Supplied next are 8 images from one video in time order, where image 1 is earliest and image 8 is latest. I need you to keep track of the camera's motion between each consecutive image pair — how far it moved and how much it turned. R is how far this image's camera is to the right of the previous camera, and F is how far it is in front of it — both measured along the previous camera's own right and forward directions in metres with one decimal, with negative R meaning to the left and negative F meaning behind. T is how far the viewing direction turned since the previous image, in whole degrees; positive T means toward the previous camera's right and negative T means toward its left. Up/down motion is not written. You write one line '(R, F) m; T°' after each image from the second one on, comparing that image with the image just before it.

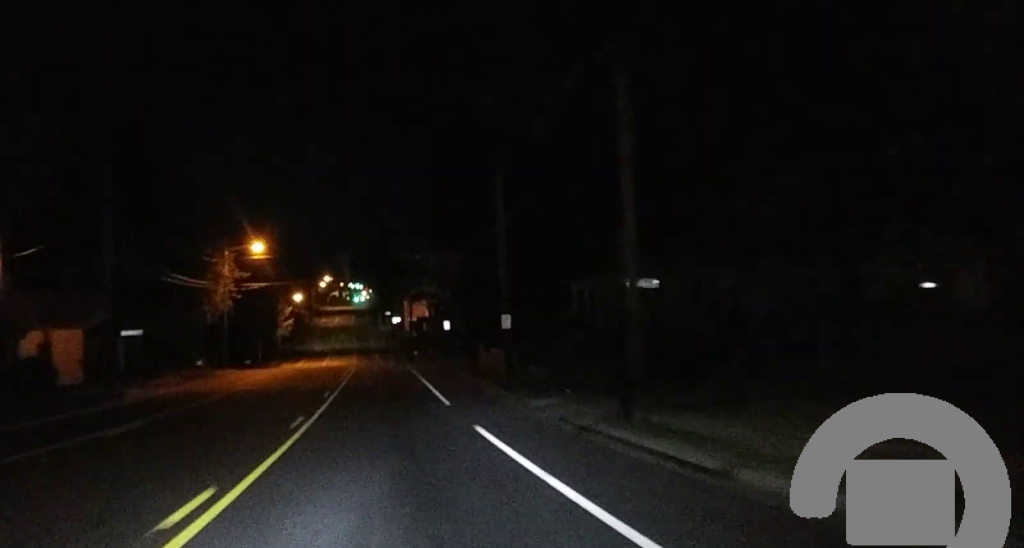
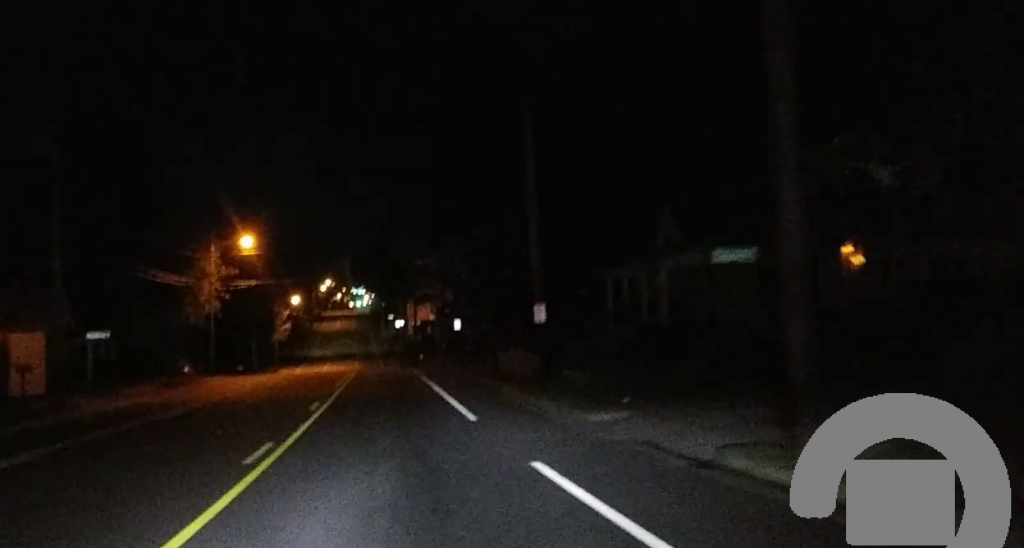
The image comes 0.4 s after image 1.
(-0.1, +7.2) m; 0°
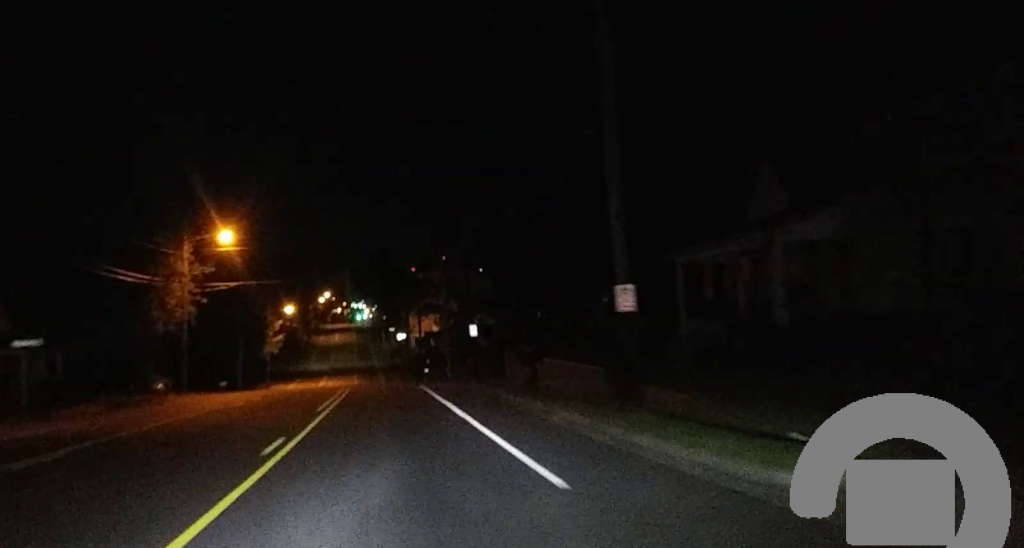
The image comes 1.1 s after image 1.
(+0.1, +10.6) m; 0°
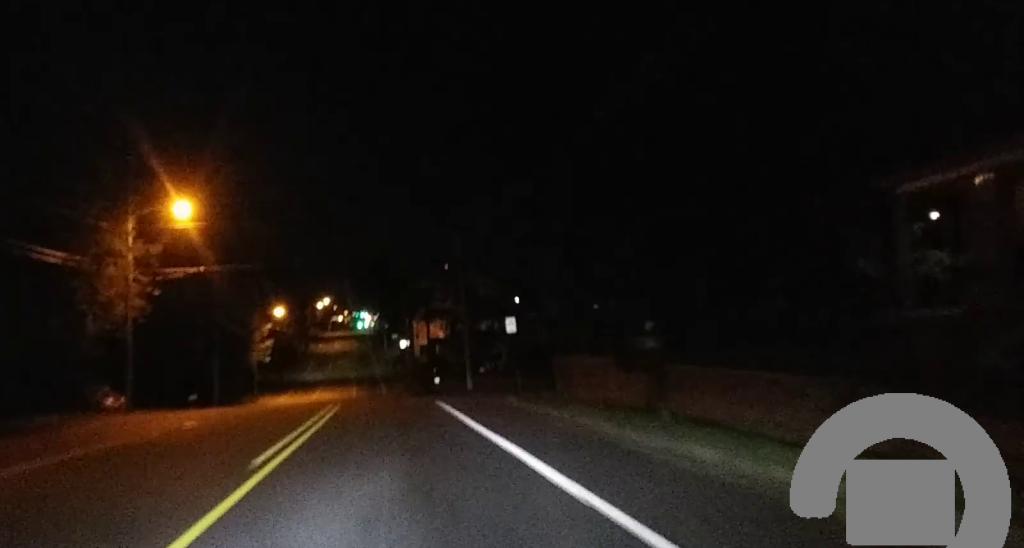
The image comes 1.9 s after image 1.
(+0.1, +13.5) m; 0°
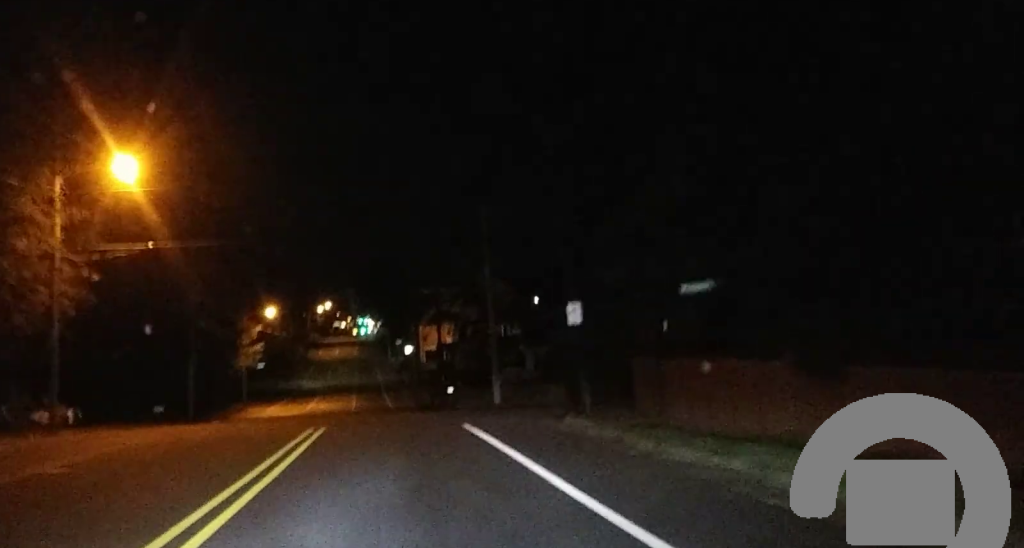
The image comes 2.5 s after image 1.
(0.0, +11.2) m; 0°
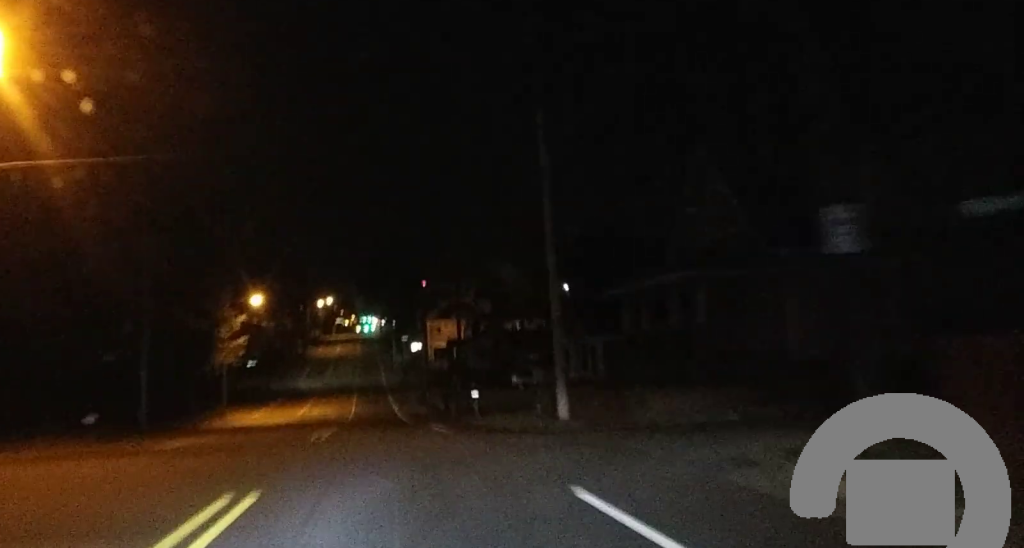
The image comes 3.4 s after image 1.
(+0.1, +15.3) m; -1°
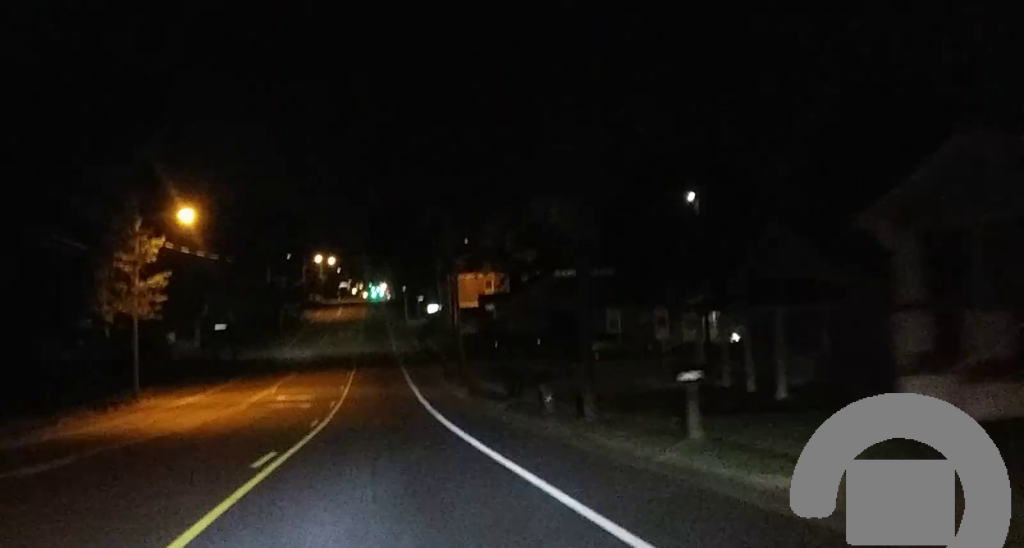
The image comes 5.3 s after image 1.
(-0.6, +32.1) m; -1°
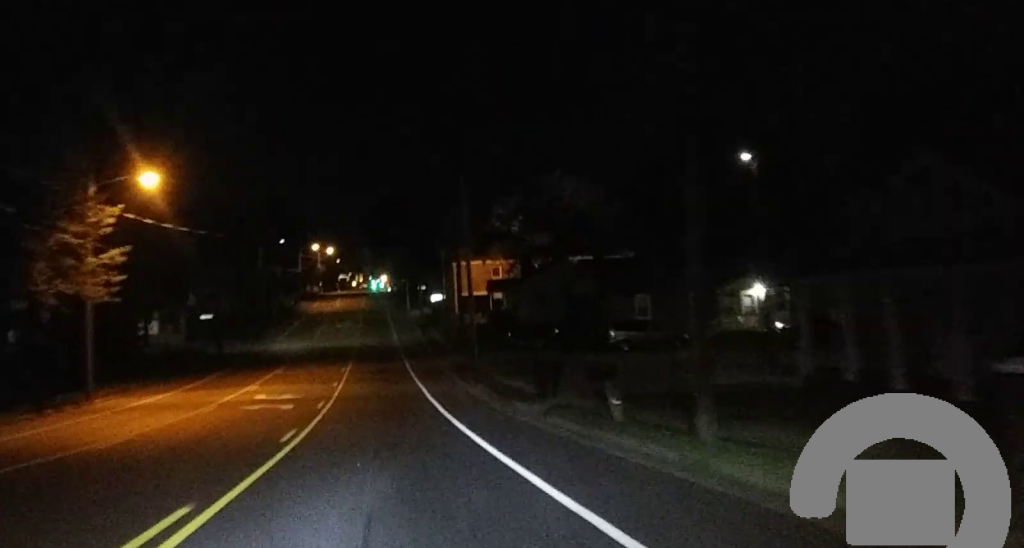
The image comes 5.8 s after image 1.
(0.0, +8.1) m; 0°
